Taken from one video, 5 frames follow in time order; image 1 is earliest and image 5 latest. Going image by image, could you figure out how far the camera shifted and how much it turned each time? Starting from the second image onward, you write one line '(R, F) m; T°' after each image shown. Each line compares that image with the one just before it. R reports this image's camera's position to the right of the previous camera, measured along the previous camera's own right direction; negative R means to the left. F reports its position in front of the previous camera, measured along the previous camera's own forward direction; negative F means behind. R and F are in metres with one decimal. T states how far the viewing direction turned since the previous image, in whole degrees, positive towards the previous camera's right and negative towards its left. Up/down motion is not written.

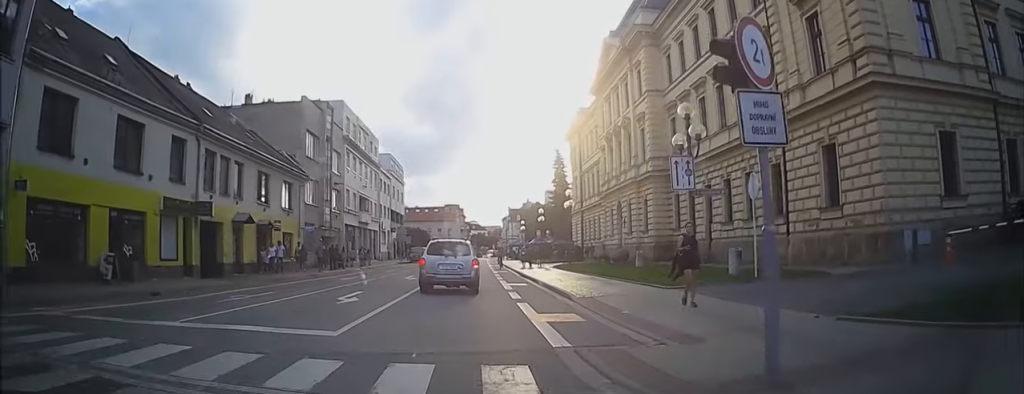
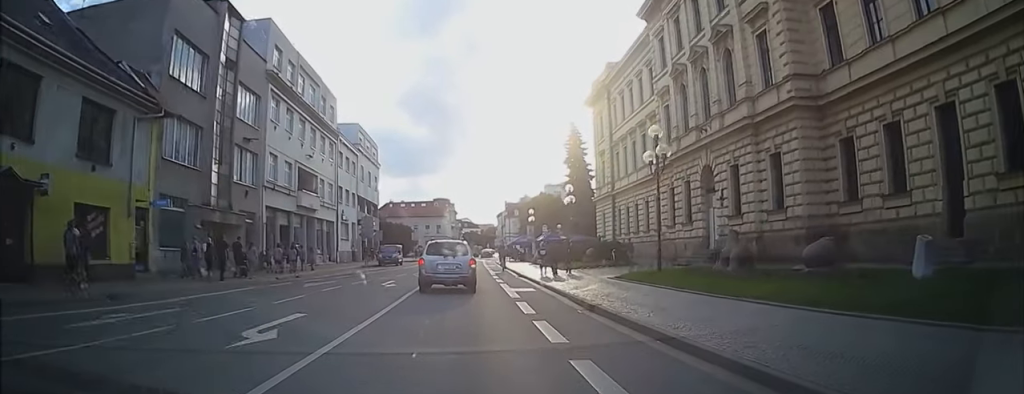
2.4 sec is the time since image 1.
(0.0, +24.2) m; 0°
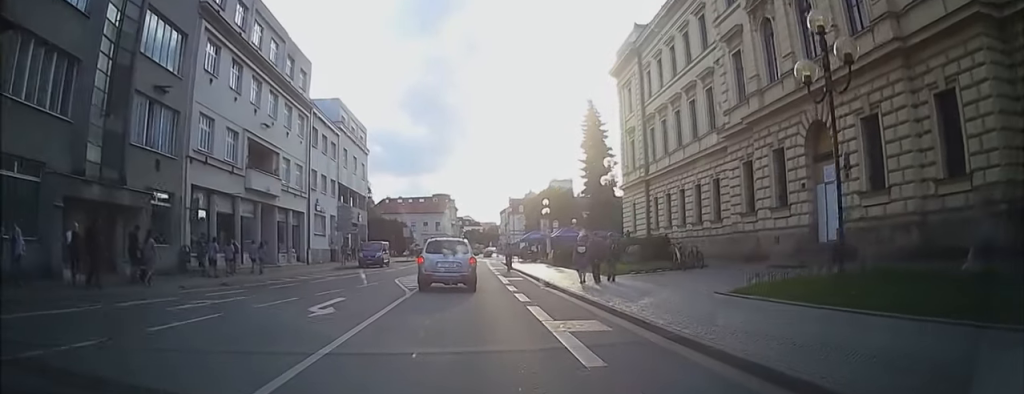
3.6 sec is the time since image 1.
(0.0, +12.4) m; 0°
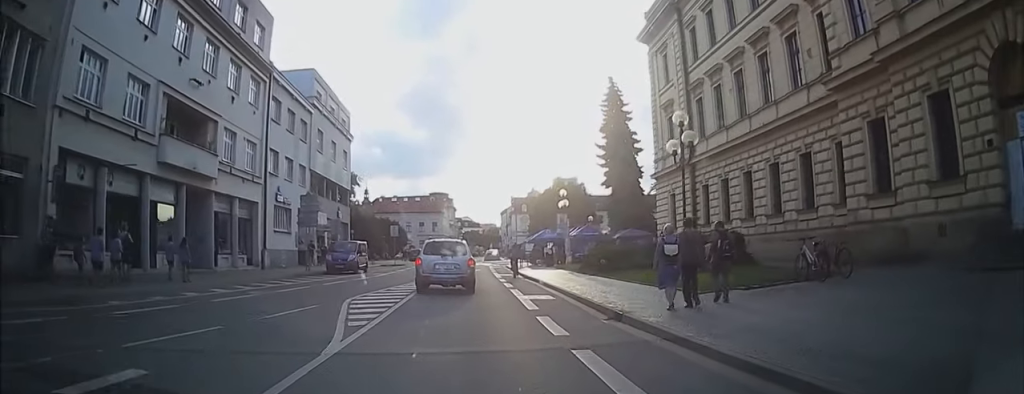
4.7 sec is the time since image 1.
(0.0, +11.7) m; 0°
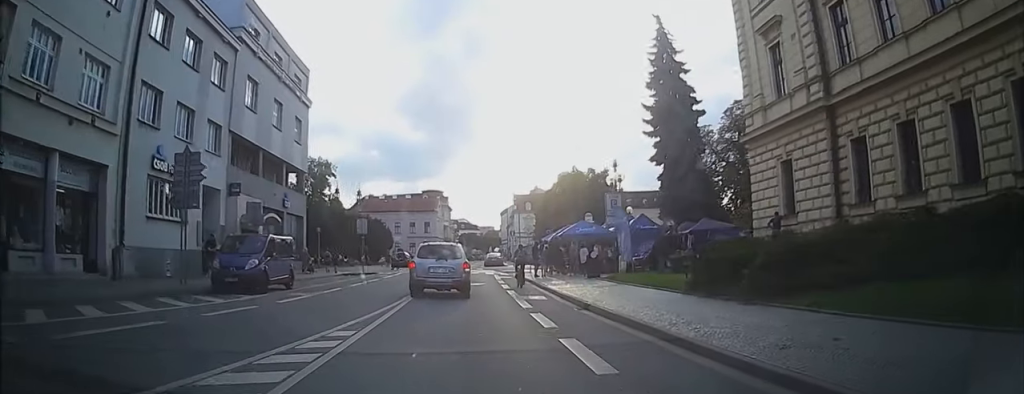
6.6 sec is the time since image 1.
(0.0, +17.9) m; 0°
